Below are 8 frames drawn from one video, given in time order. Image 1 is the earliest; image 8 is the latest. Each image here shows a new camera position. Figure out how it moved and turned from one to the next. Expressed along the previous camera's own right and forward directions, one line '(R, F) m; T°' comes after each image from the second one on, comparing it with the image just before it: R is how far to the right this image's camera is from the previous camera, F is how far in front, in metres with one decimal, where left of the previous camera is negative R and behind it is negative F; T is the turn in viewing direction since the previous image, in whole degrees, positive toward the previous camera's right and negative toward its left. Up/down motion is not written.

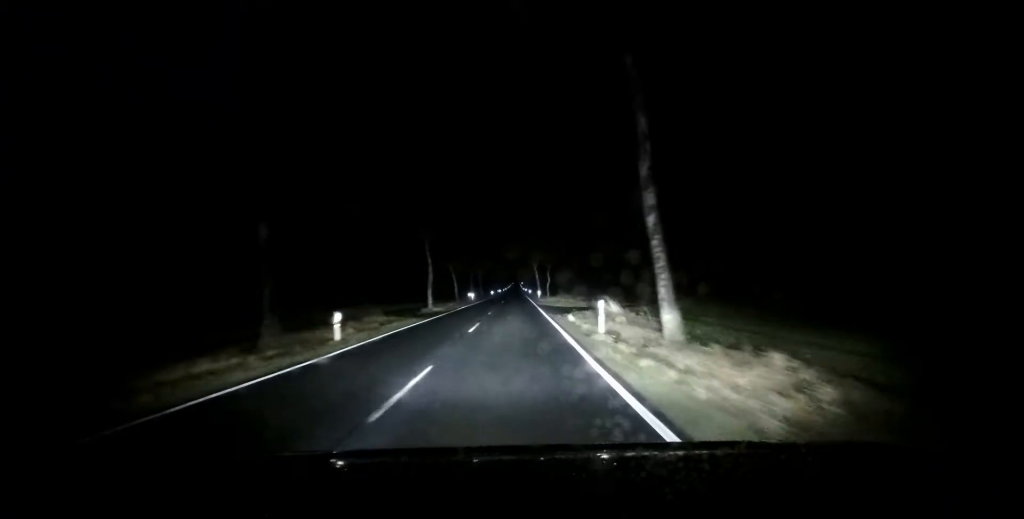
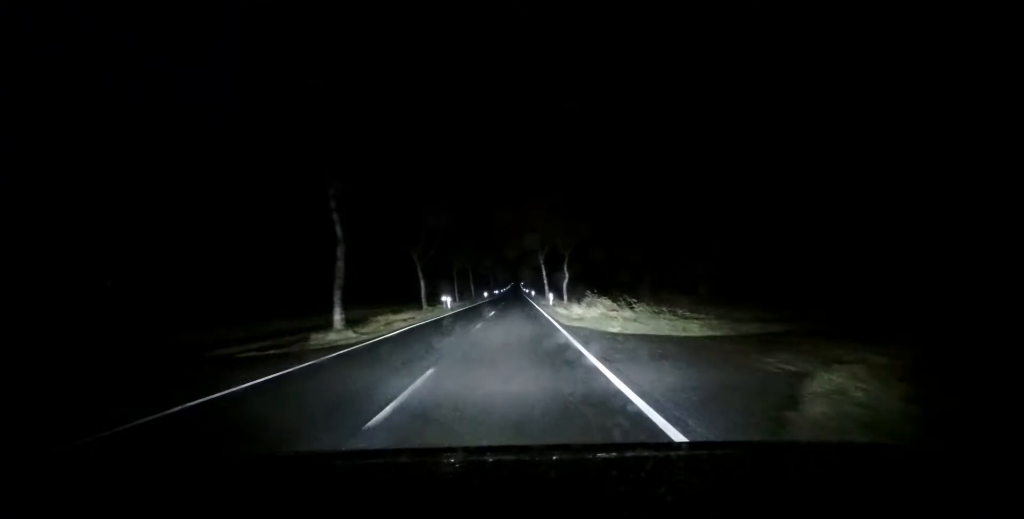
(+0.7, +24.1) m; +1°
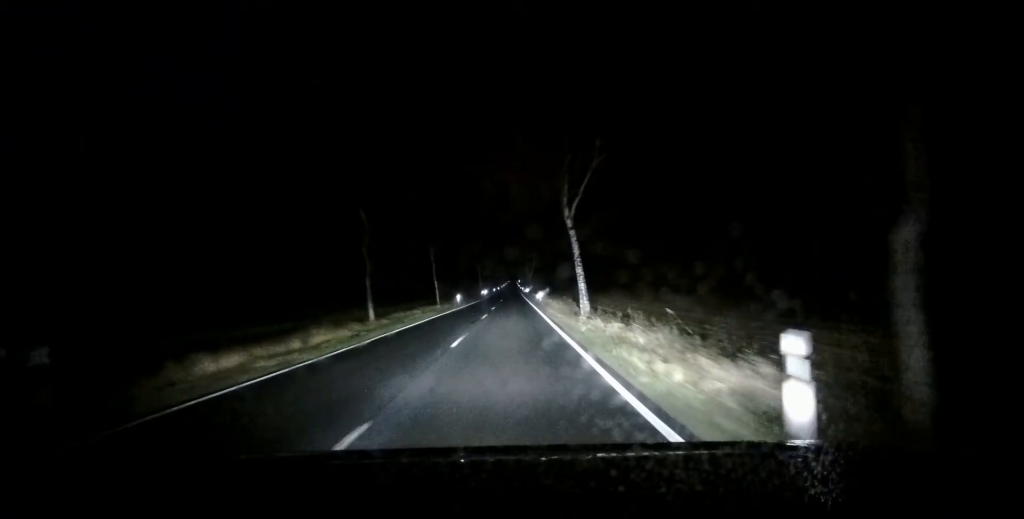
(0.0, +39.7) m; 0°
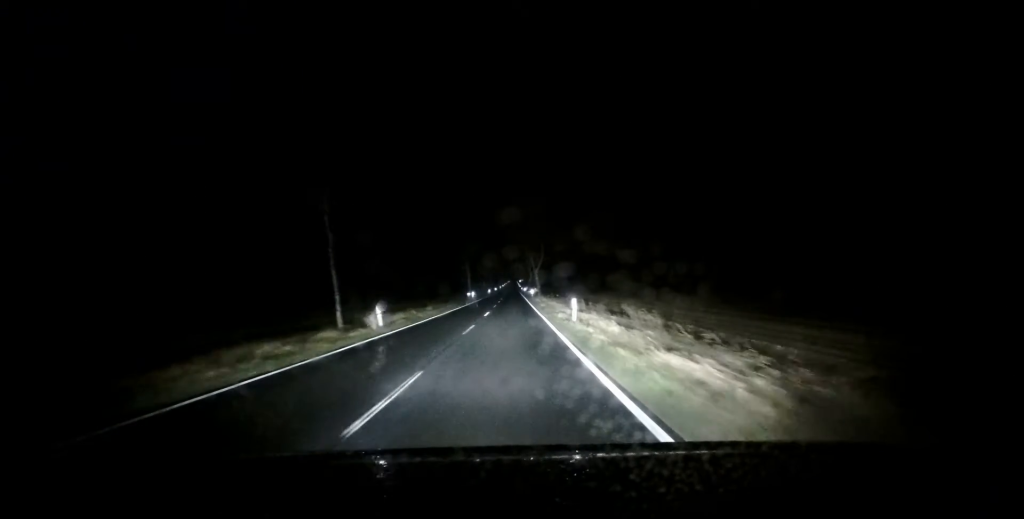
(-0.5, +31.6) m; 0°
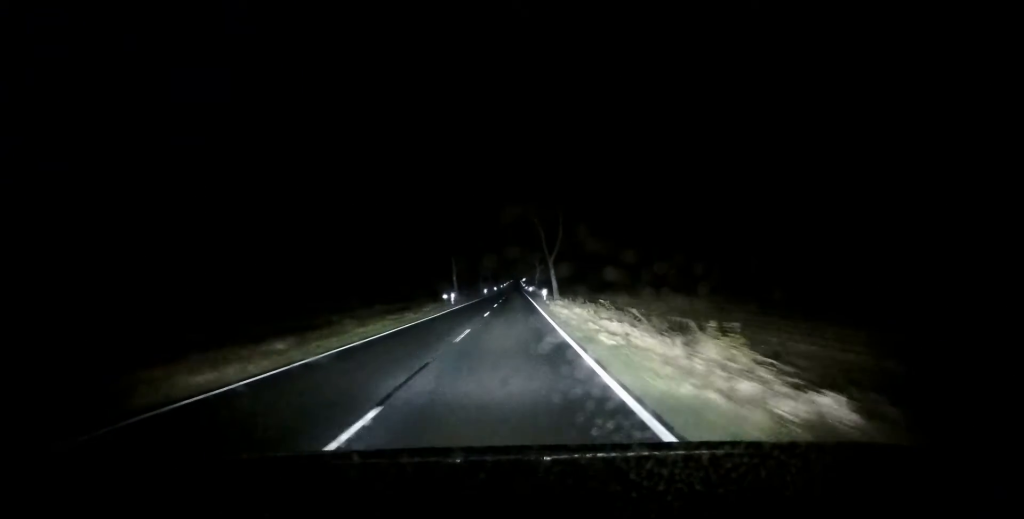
(+0.5, +26.5) m; +1°
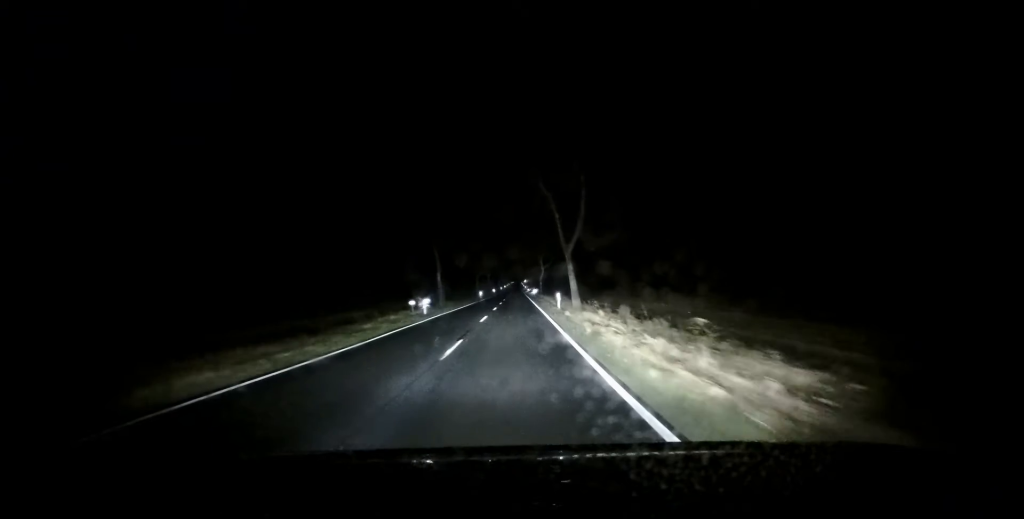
(-0.1, +14.9) m; 0°
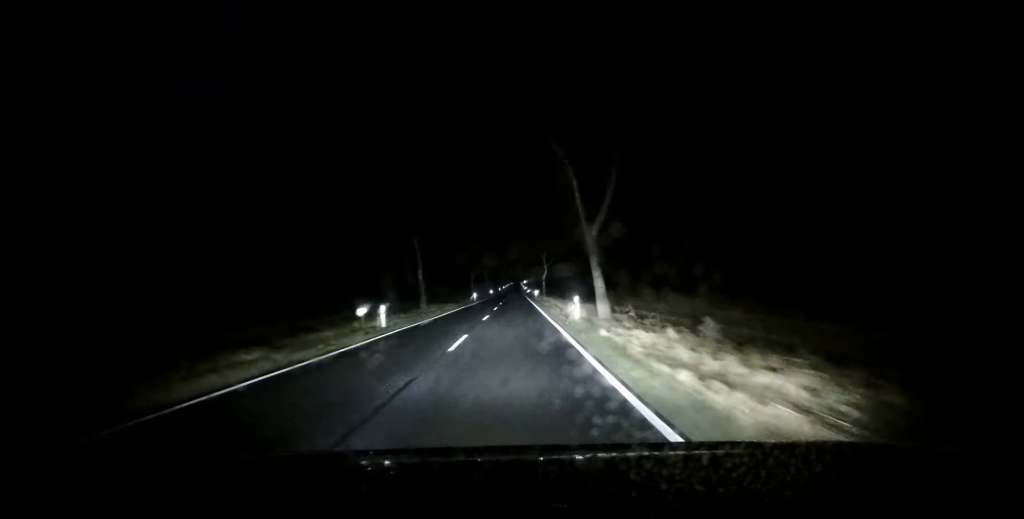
(0.0, +10.3) m; 0°
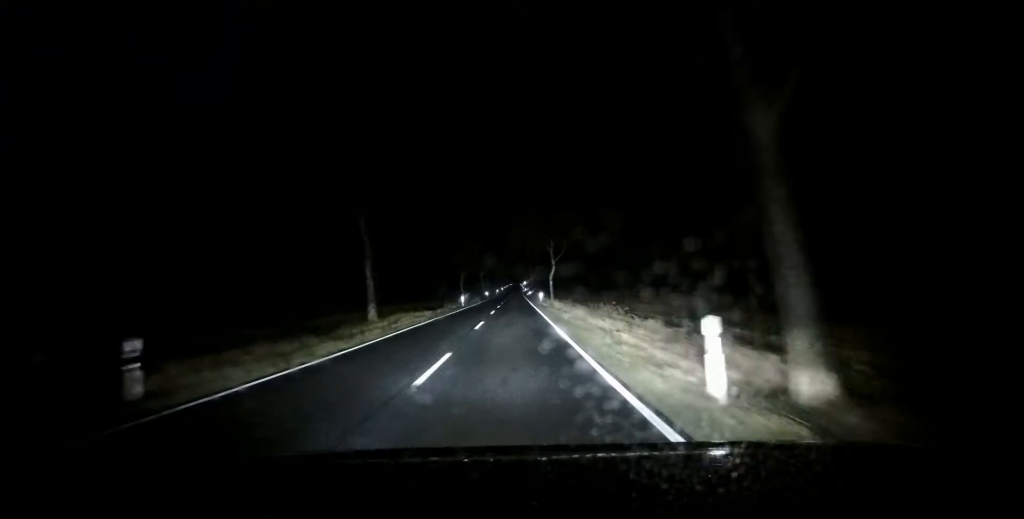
(0.0, +15.8) m; 0°
